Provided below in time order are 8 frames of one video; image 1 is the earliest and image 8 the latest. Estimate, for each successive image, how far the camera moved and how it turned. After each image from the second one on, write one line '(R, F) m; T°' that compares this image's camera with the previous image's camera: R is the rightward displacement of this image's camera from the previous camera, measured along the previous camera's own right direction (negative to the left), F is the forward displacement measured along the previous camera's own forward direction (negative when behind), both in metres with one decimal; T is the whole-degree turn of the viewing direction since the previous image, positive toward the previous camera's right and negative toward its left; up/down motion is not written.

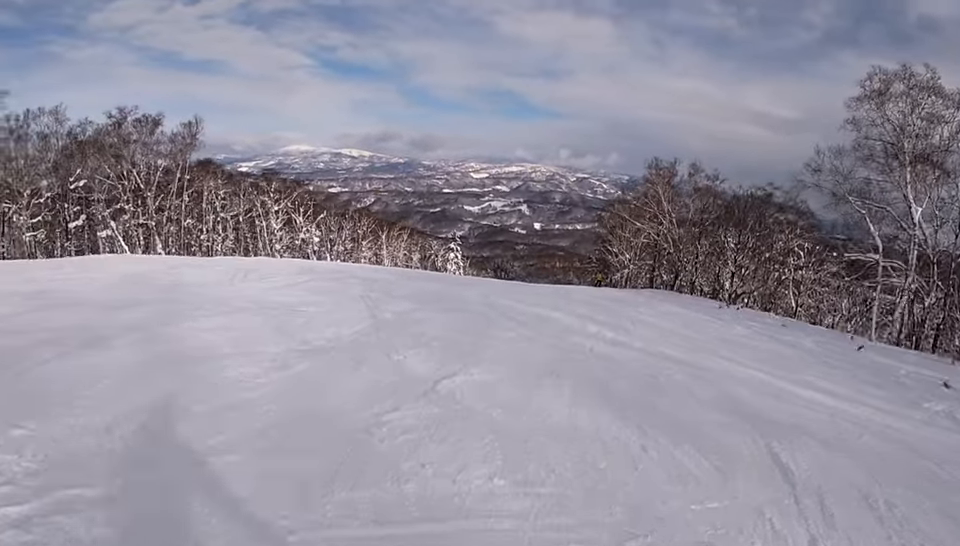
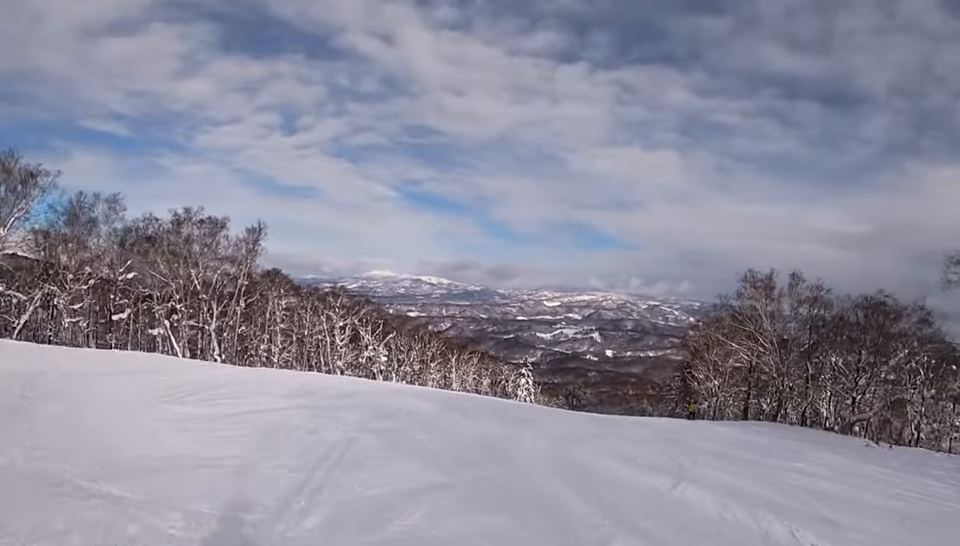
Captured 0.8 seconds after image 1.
(0.0, +7.1) m; -7°
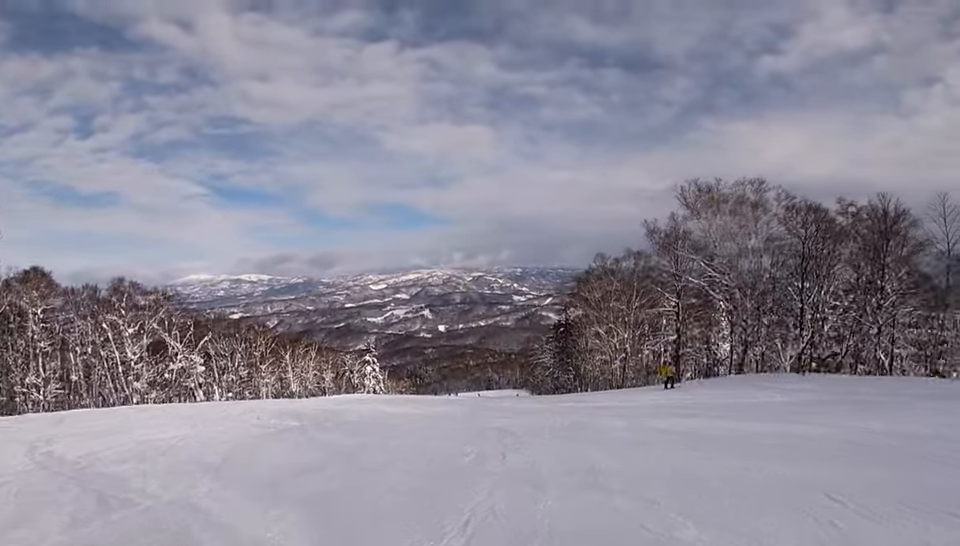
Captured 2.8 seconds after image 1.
(-0.6, +17.1) m; +9°
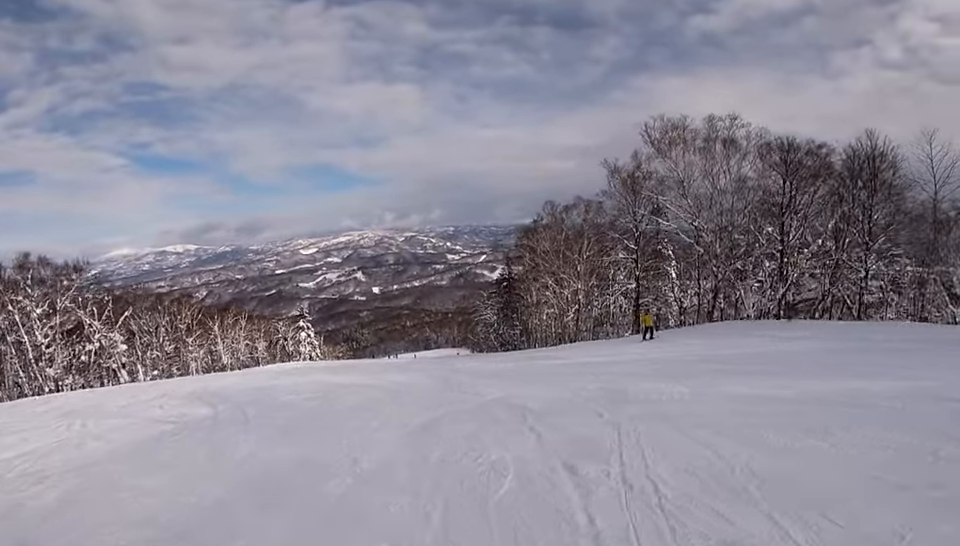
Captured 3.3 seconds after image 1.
(+0.3, +3.9) m; +7°
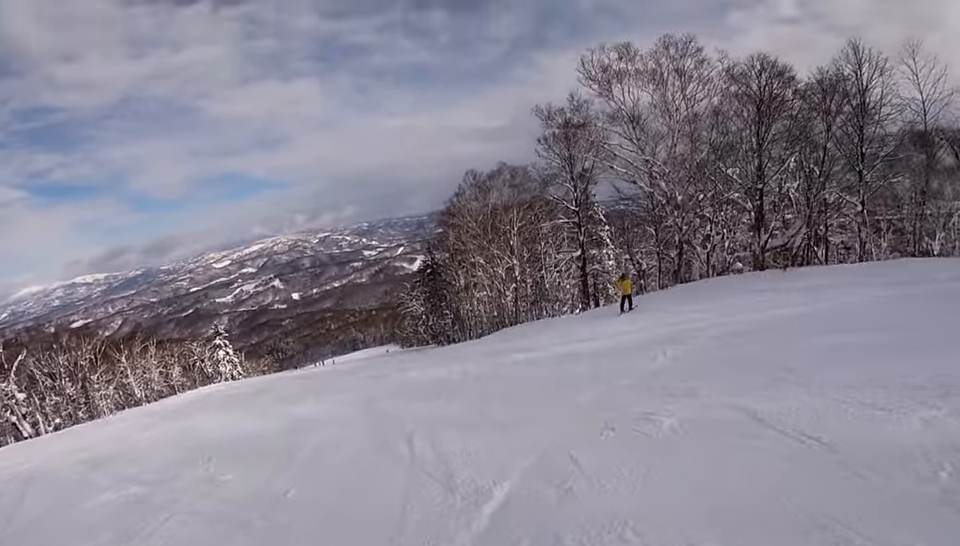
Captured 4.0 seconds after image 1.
(+0.5, +6.1) m; +5°
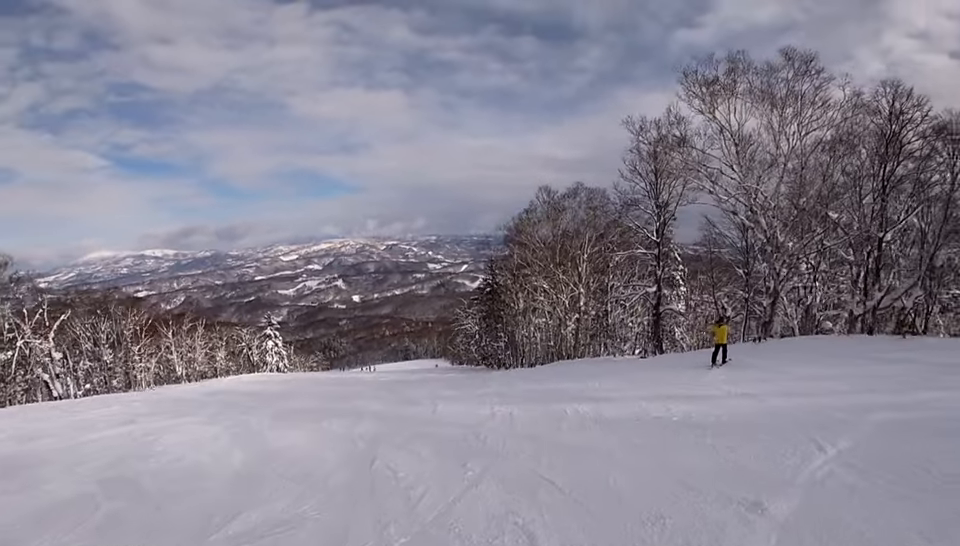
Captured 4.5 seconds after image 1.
(+0.7, +3.8) m; -2°
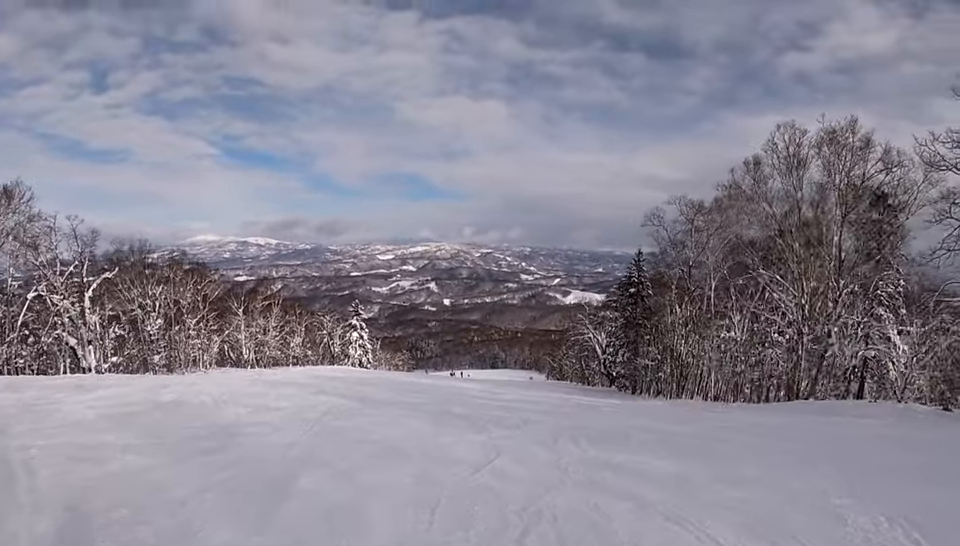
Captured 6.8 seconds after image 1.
(-3.7, +18.2) m; -8°
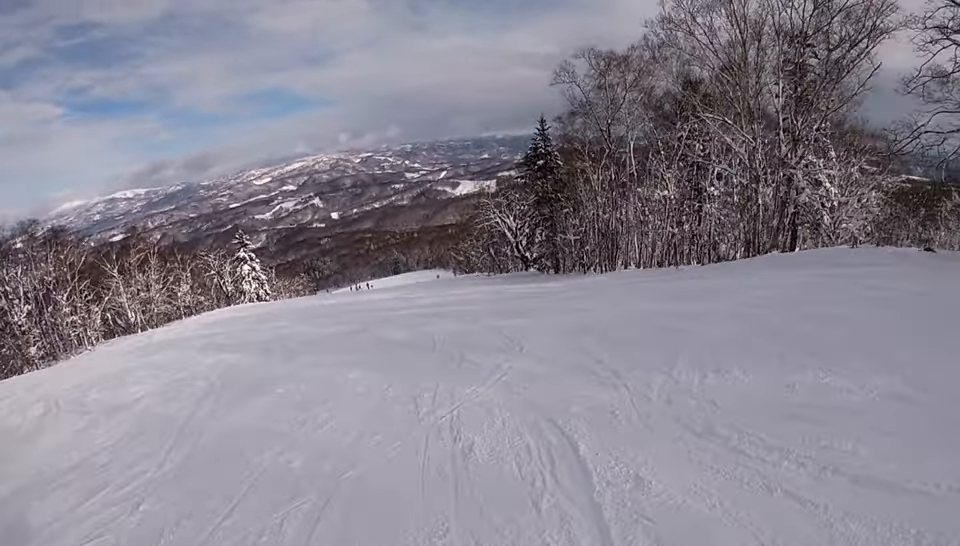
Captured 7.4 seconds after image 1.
(+0.4, +5.1) m; +8°
